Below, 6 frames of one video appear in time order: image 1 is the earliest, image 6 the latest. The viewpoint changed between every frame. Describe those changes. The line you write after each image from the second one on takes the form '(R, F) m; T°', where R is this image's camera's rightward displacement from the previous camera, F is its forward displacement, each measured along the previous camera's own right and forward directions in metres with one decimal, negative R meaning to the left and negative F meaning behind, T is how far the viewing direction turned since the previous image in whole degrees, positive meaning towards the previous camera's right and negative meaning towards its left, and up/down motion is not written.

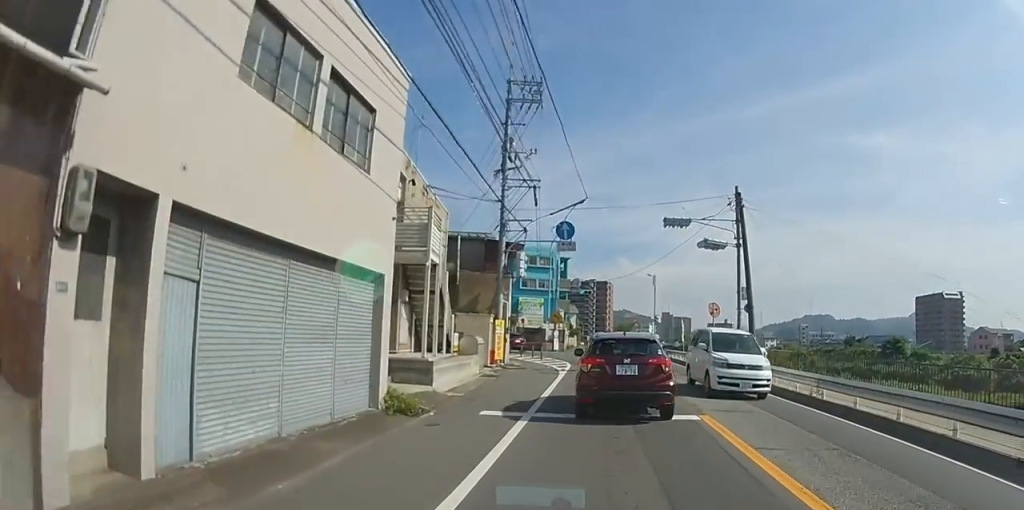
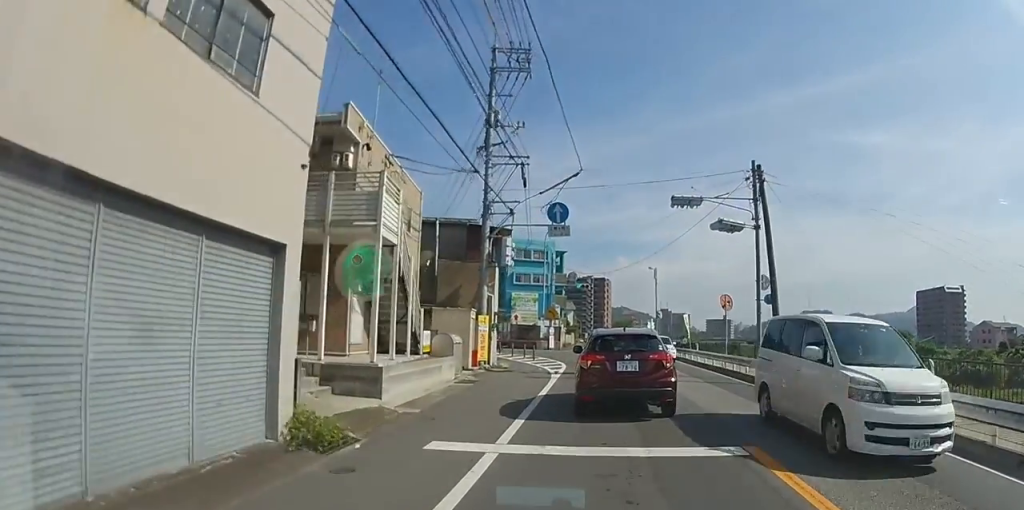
(0.0, +2.9) m; 0°
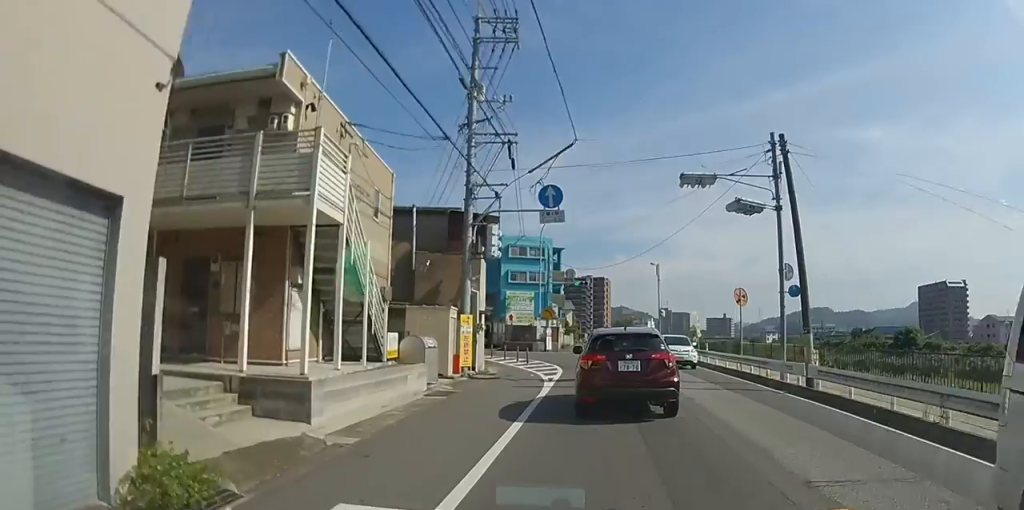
(0.0, +2.4) m; 0°
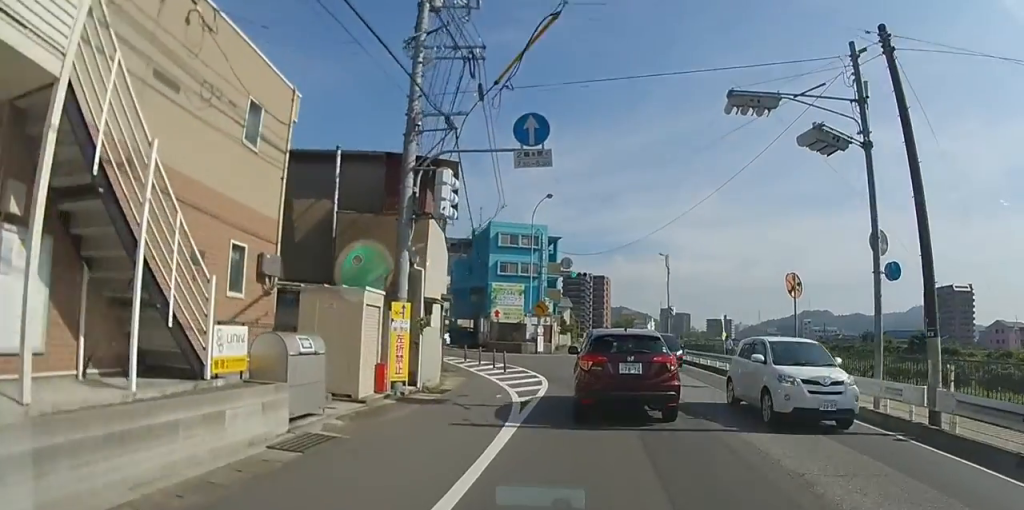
(0.0, +6.4) m; 0°
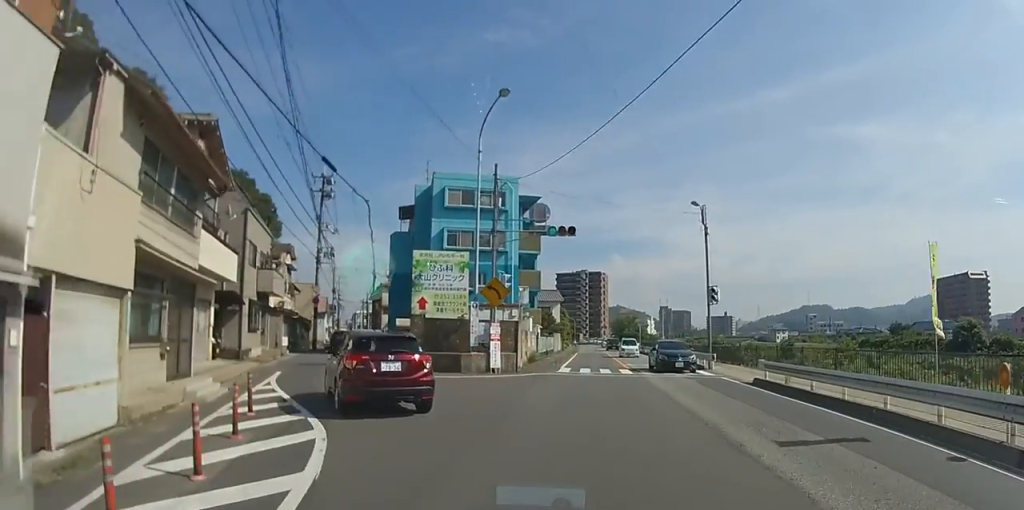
(-0.1, +17.2) m; -1°
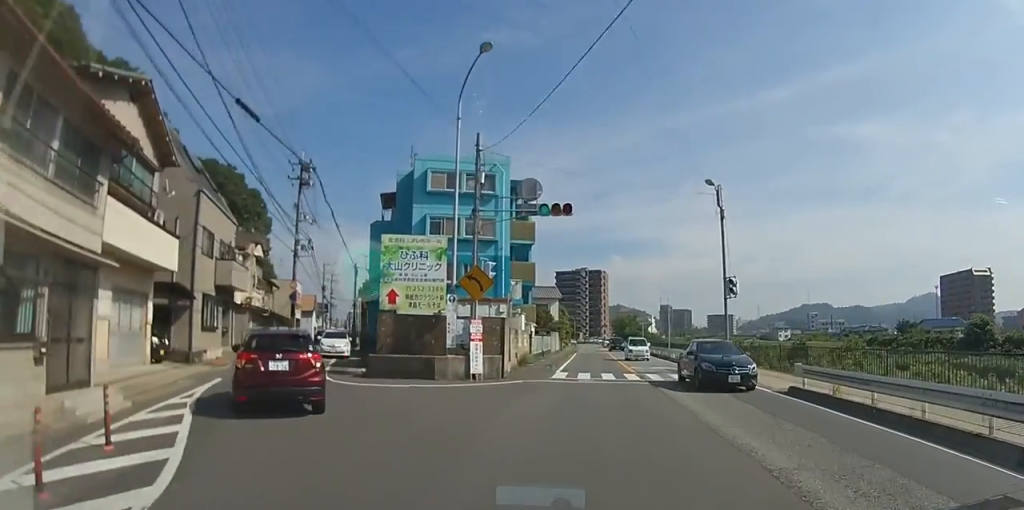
(0.0, +3.0) m; 0°
